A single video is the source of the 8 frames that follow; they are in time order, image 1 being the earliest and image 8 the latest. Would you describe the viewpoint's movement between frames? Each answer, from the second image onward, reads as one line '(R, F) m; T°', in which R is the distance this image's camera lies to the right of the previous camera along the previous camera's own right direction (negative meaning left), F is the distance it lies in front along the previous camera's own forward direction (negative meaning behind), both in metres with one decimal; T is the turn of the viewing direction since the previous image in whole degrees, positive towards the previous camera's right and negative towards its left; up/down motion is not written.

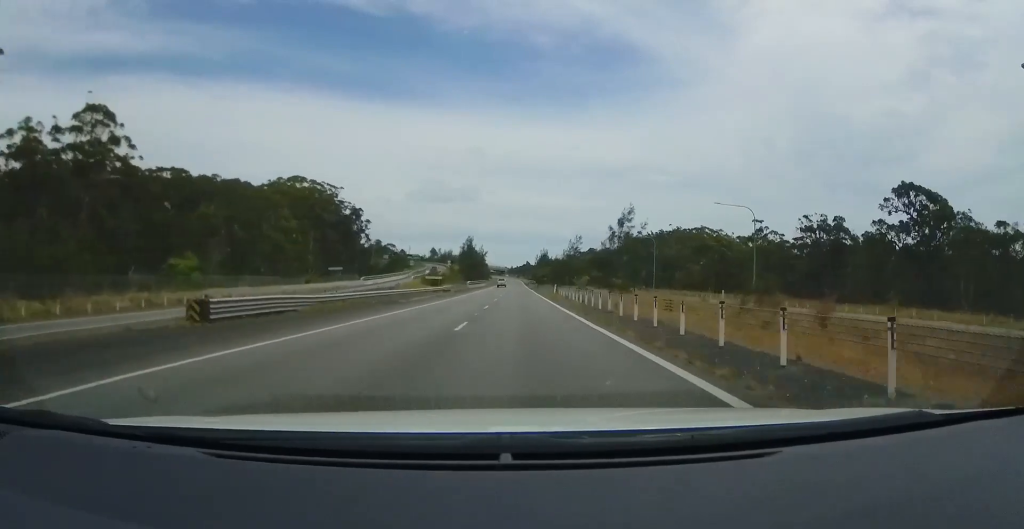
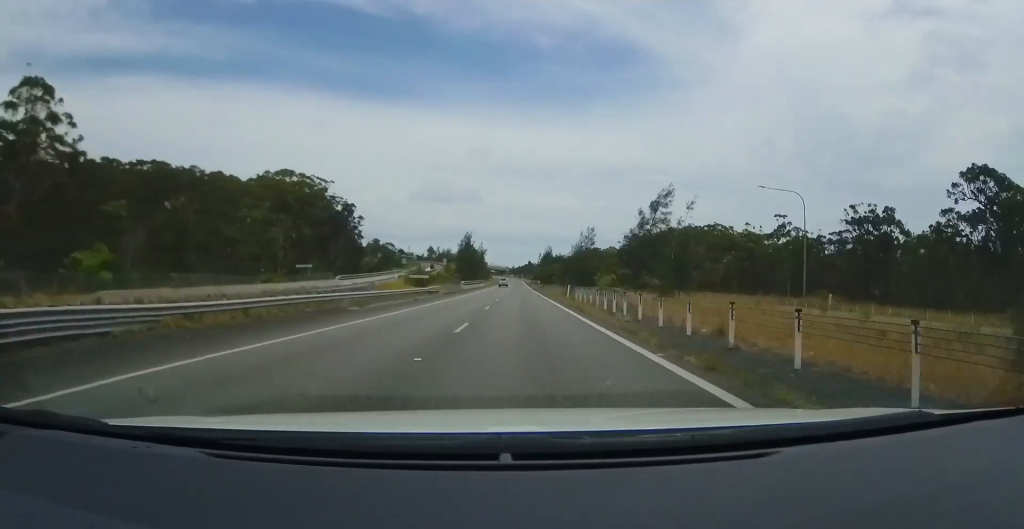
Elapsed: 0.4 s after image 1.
(+0.2, +13.0) m; 0°
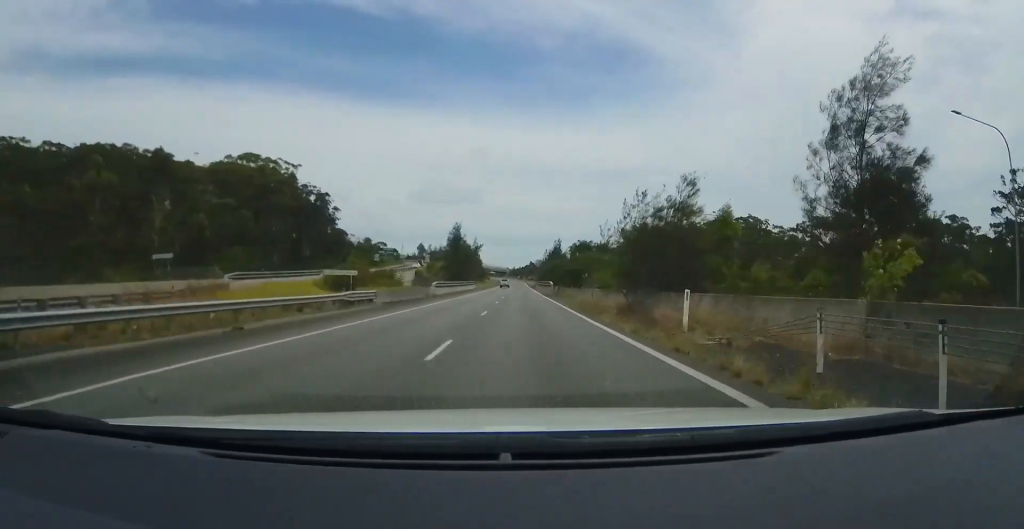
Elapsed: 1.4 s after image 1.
(-0.5, +29.7) m; -1°
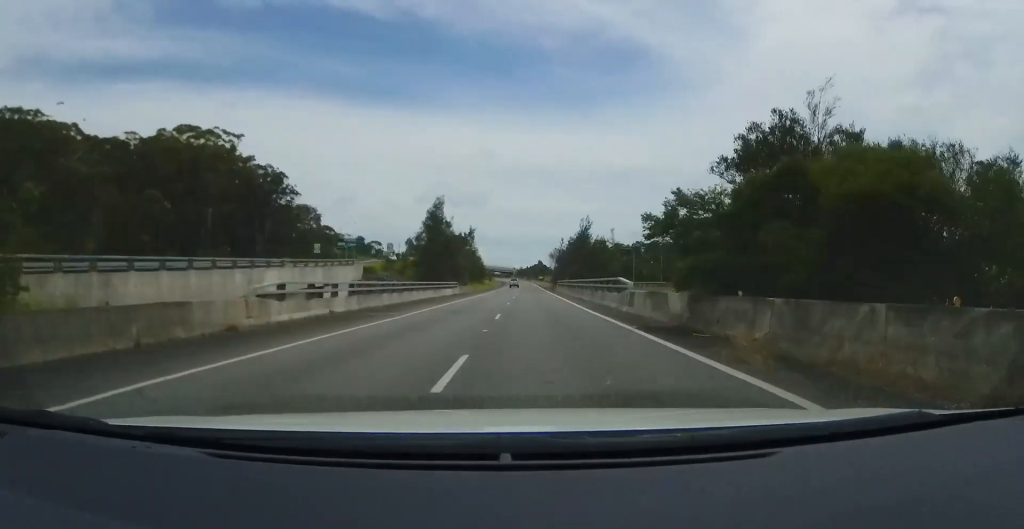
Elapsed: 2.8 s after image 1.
(0.0, +39.1) m; 0°
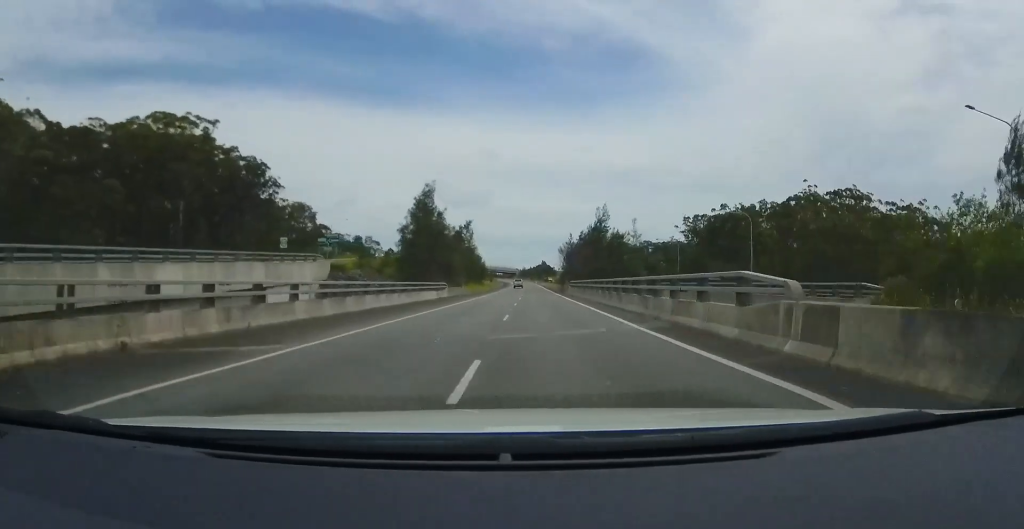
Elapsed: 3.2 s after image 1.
(0.0, +13.0) m; 0°
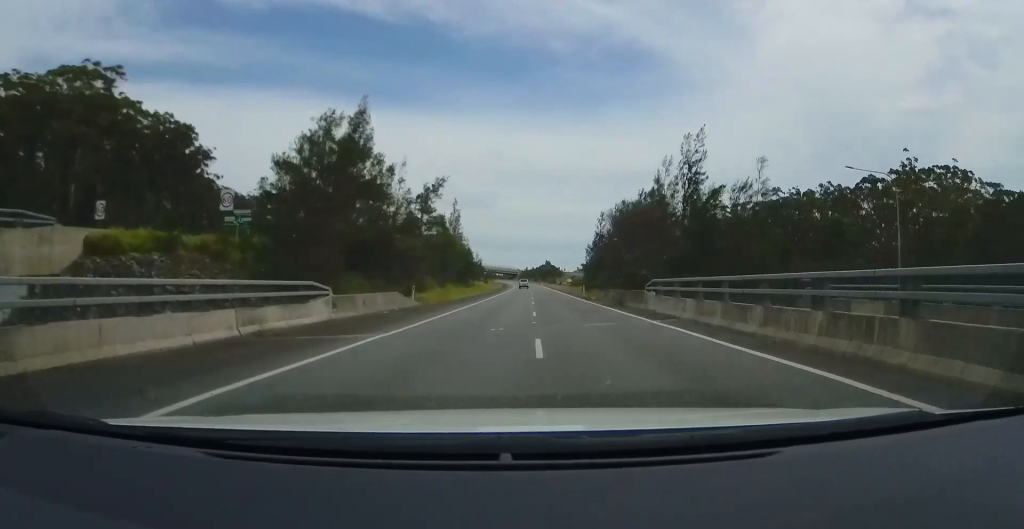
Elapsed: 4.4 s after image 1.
(0.0, +34.3) m; -1°
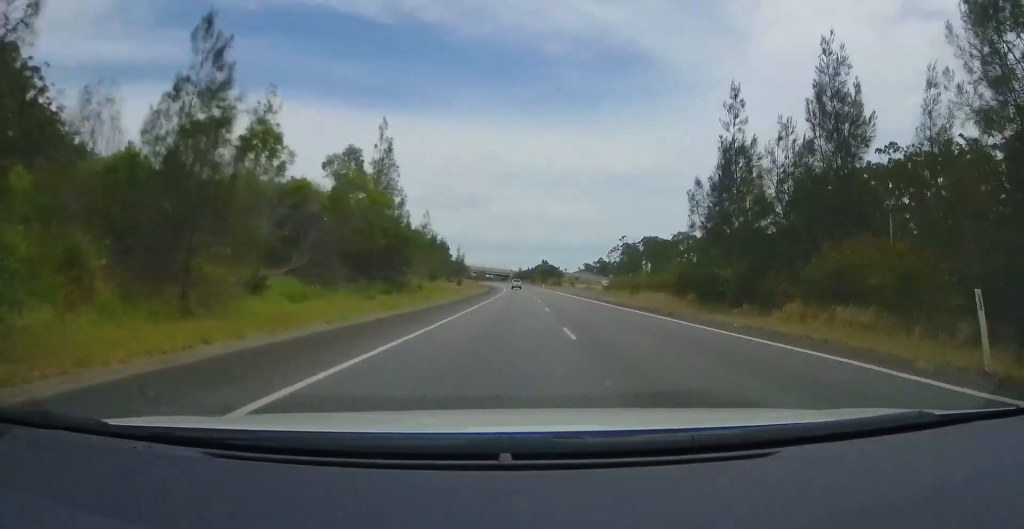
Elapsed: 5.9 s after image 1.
(-0.2, +46.0) m; 0°
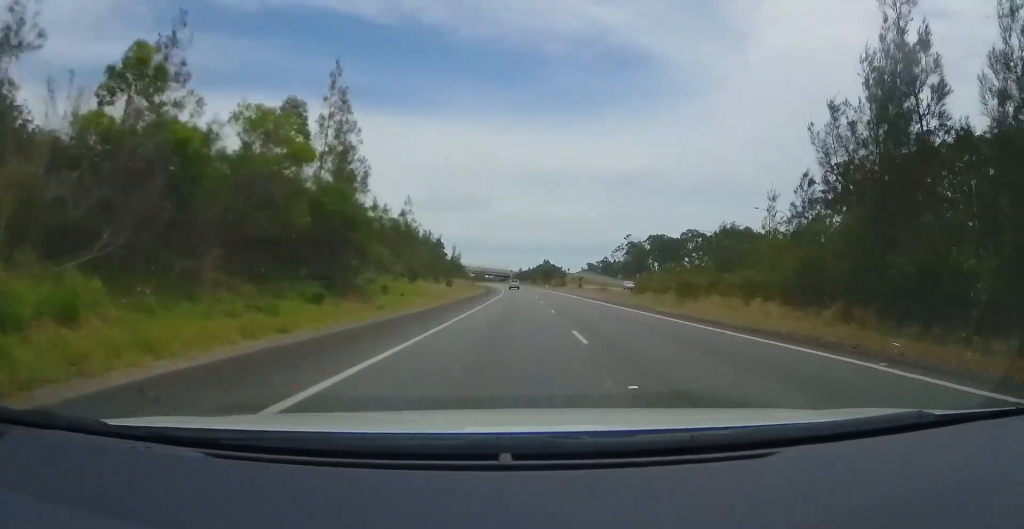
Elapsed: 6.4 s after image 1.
(+0.1, +13.0) m; 0°
